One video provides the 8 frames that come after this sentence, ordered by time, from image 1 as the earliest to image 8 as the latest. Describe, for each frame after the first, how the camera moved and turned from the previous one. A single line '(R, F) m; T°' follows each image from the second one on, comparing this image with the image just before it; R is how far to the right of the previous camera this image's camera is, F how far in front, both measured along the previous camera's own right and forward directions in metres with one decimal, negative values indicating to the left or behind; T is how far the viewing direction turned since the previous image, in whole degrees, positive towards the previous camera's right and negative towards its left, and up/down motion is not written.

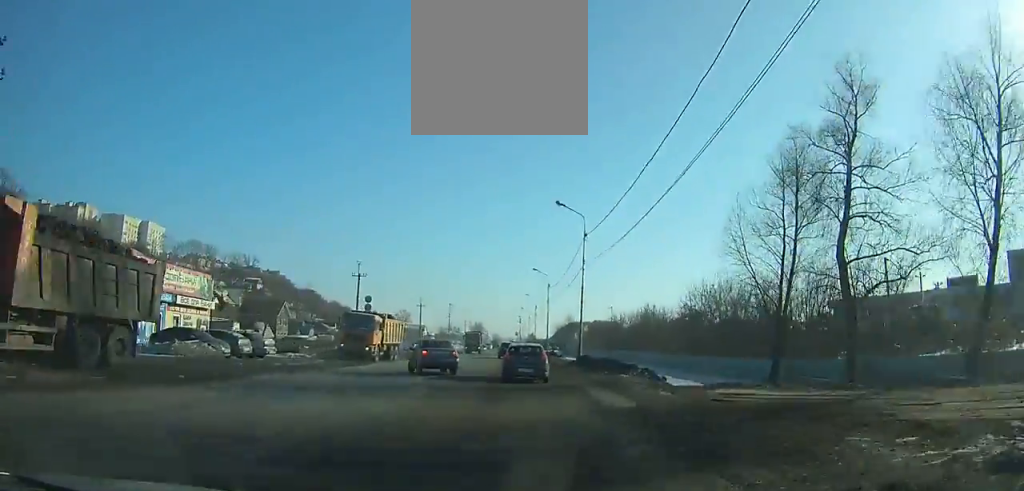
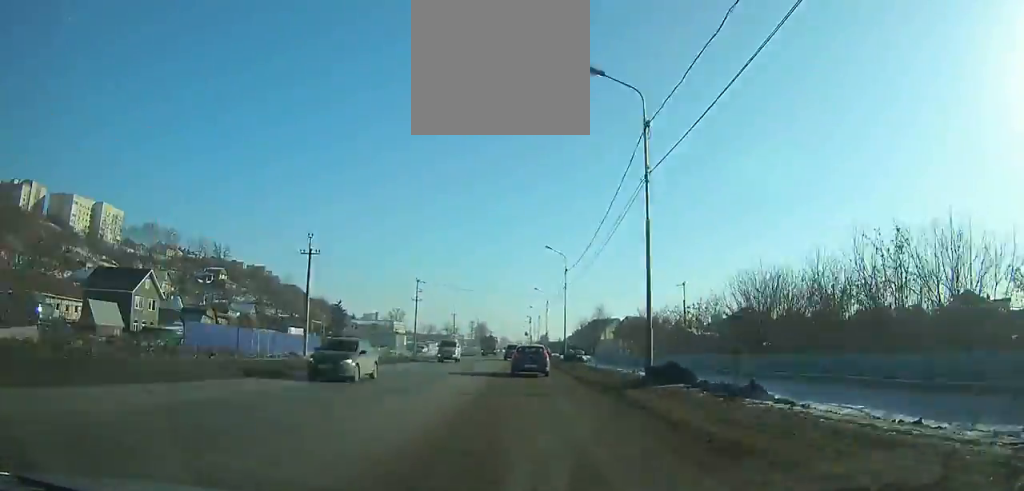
(-0.5, +54.8) m; -1°
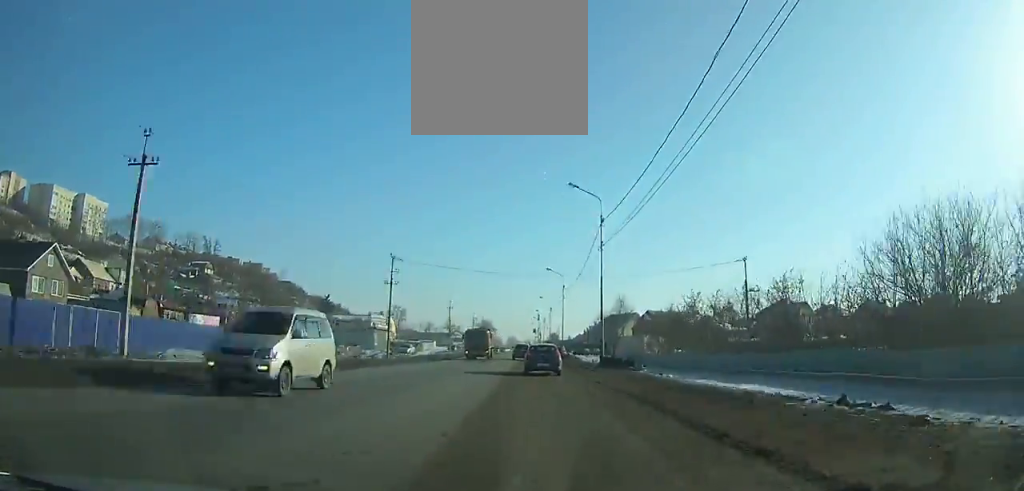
(0.0, +20.3) m; 0°
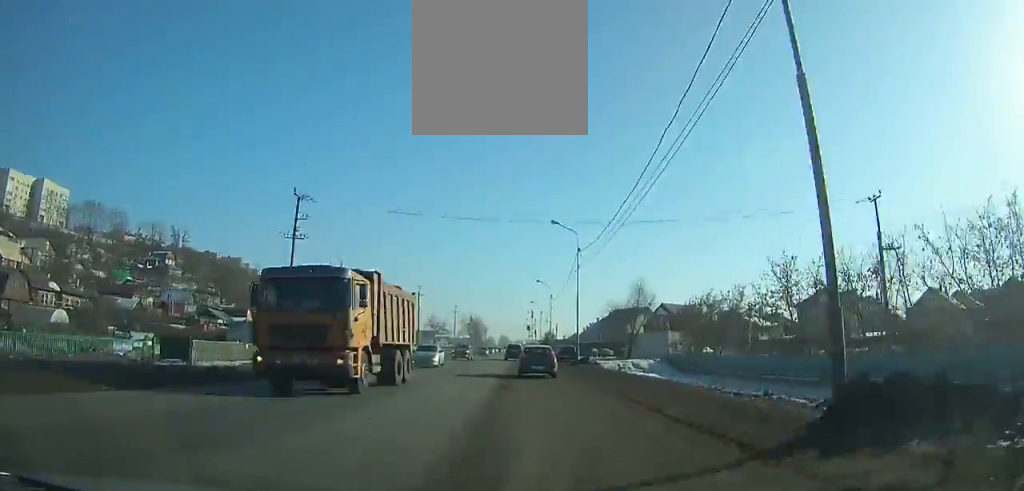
(0.0, +24.7) m; 0°
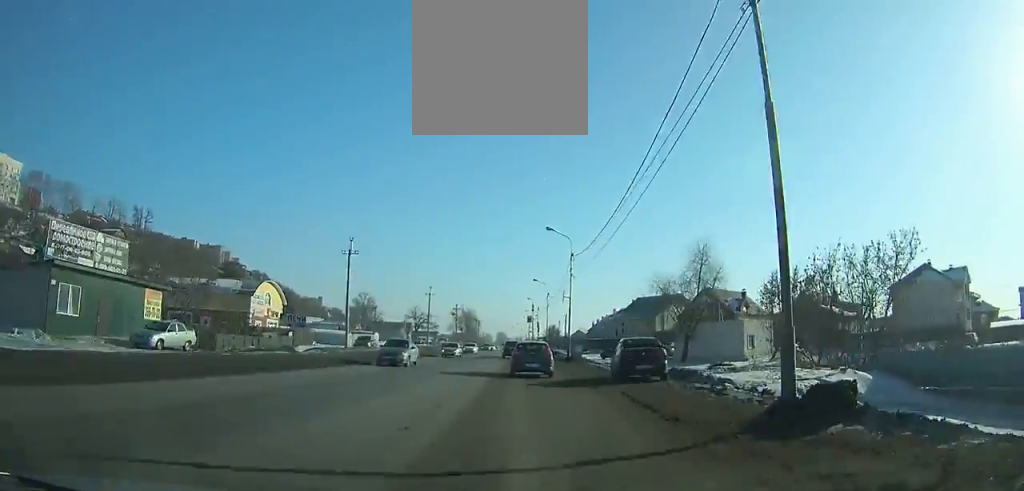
(-0.1, +32.4) m; 0°
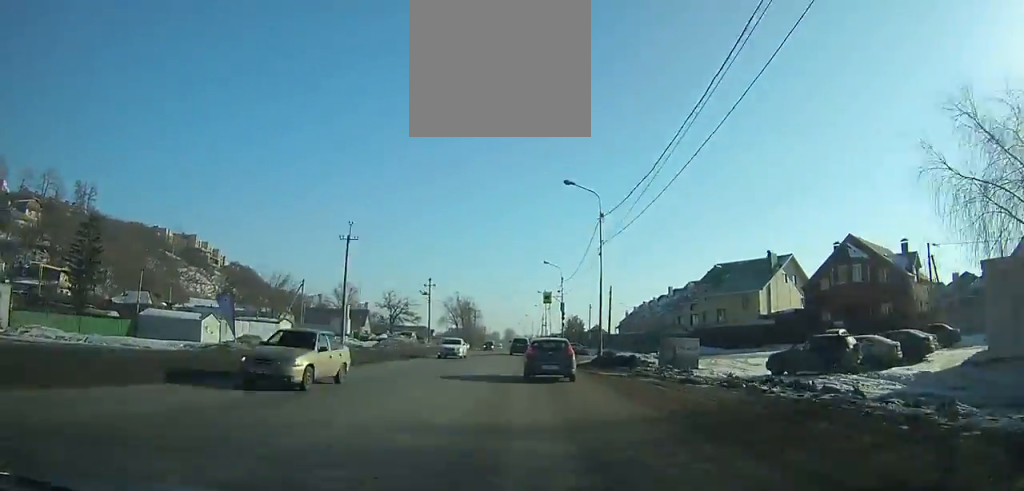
(0.0, +47.0) m; 0°
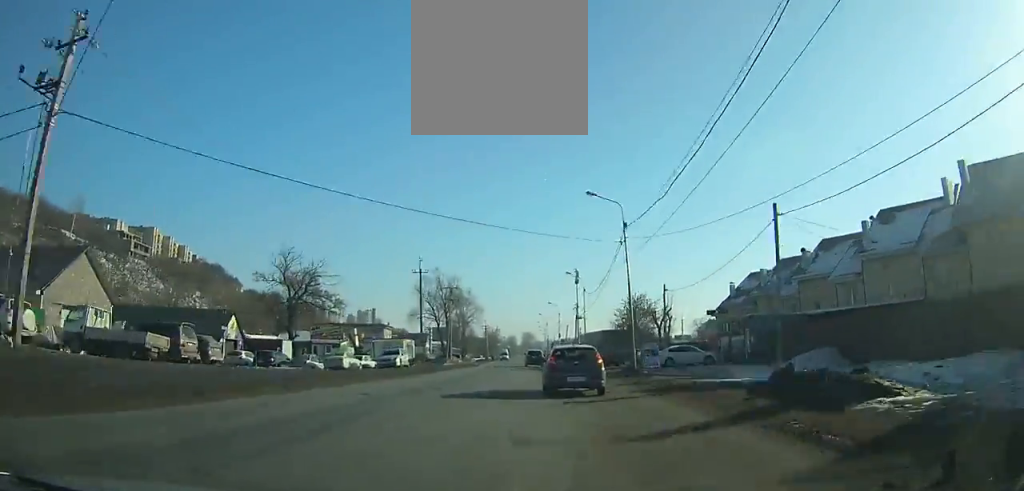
(-1.0, +69.7) m; -2°
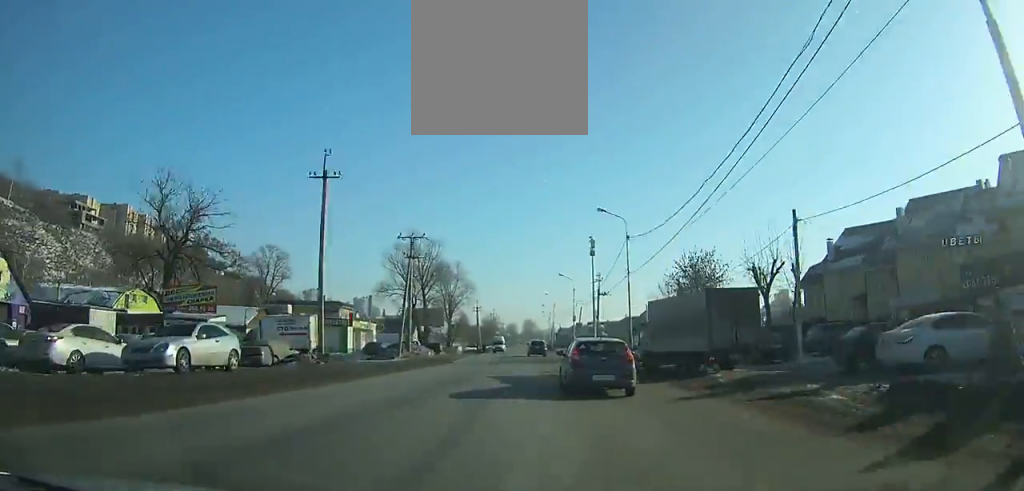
(-0.2, +27.6) m; 0°
